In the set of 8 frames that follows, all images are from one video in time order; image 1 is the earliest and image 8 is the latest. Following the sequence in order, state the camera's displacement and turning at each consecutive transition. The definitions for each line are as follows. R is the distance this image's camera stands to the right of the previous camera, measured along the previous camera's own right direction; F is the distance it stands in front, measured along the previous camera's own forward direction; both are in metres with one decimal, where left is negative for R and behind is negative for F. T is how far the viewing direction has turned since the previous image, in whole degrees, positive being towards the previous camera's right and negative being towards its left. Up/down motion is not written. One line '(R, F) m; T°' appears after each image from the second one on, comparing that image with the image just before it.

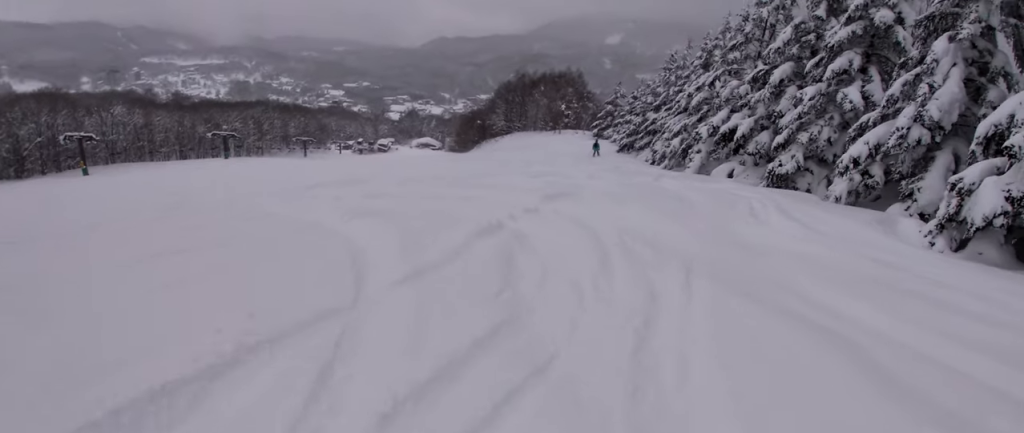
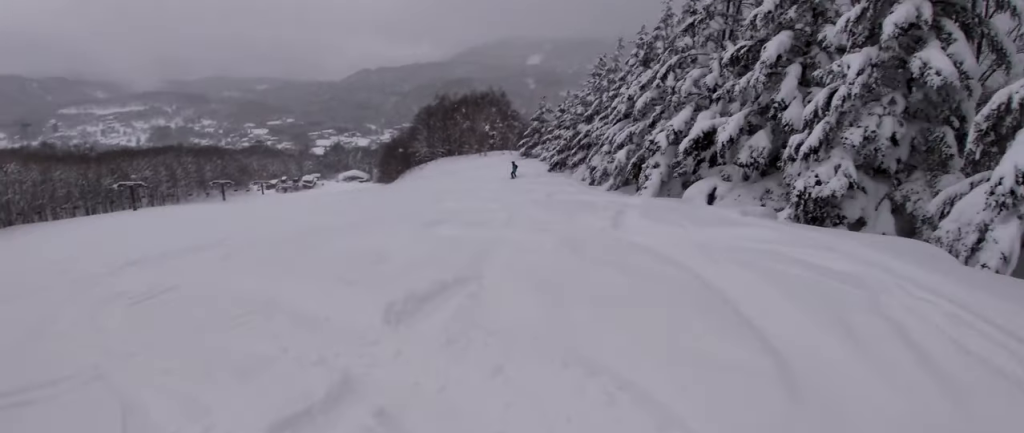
(-1.1, +7.1) m; -10°
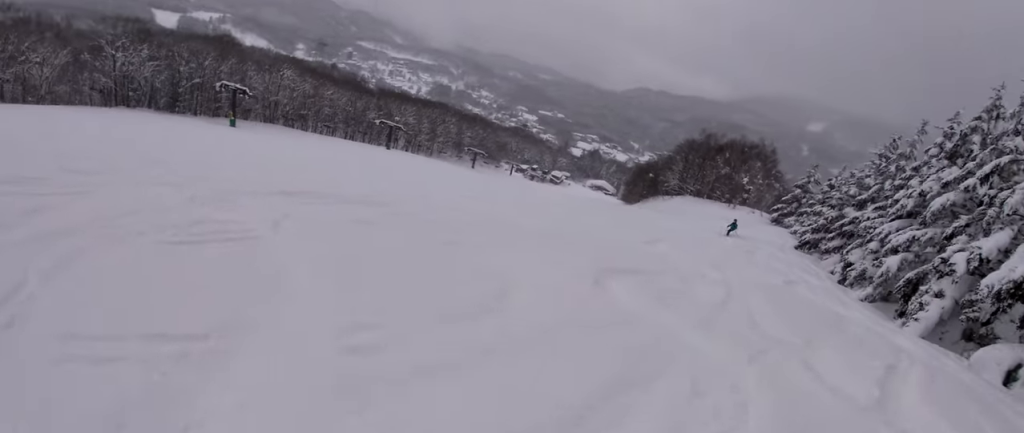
(0.0, +4.0) m; -18°
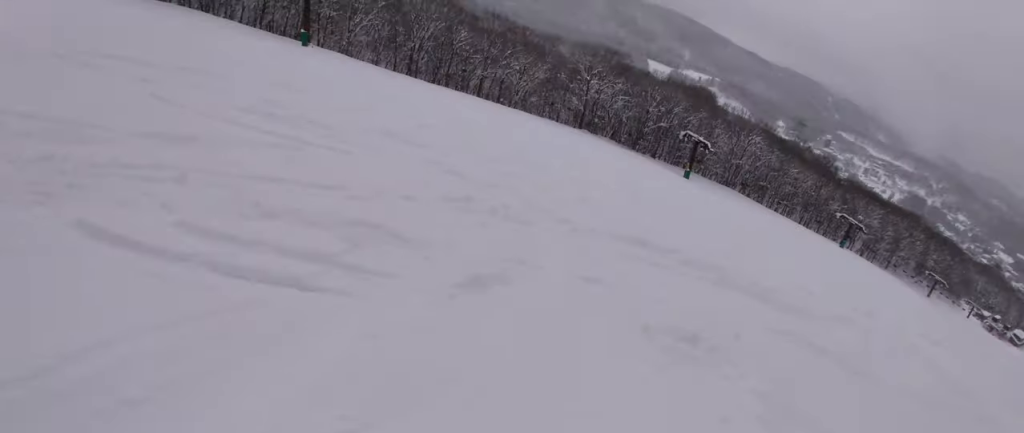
(-2.1, +5.2) m; -35°
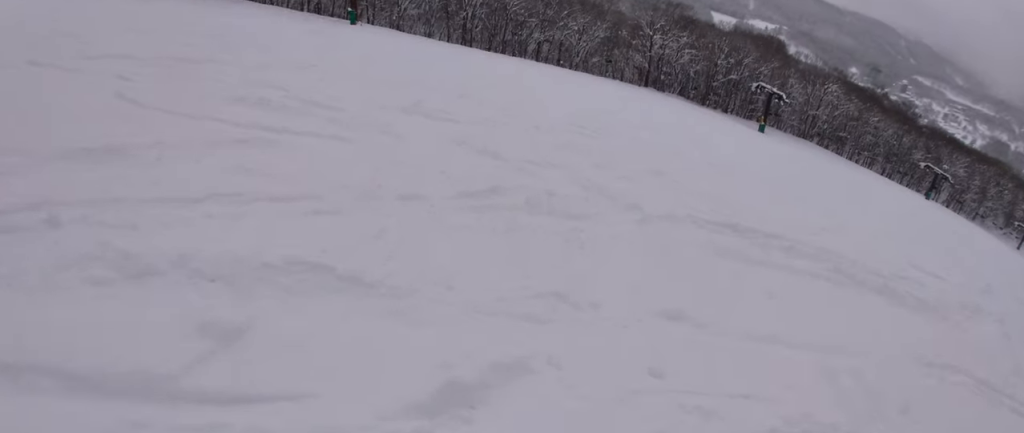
(-0.1, +2.2) m; -5°
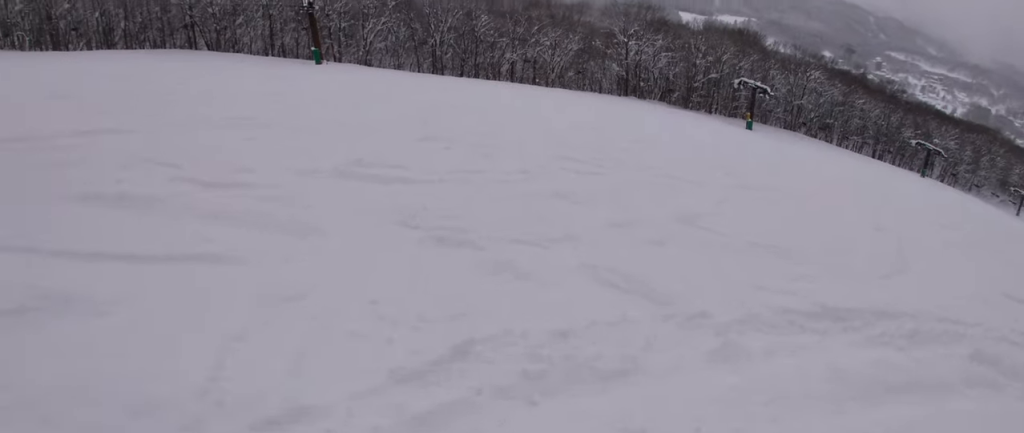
(-0.2, +3.4) m; +1°
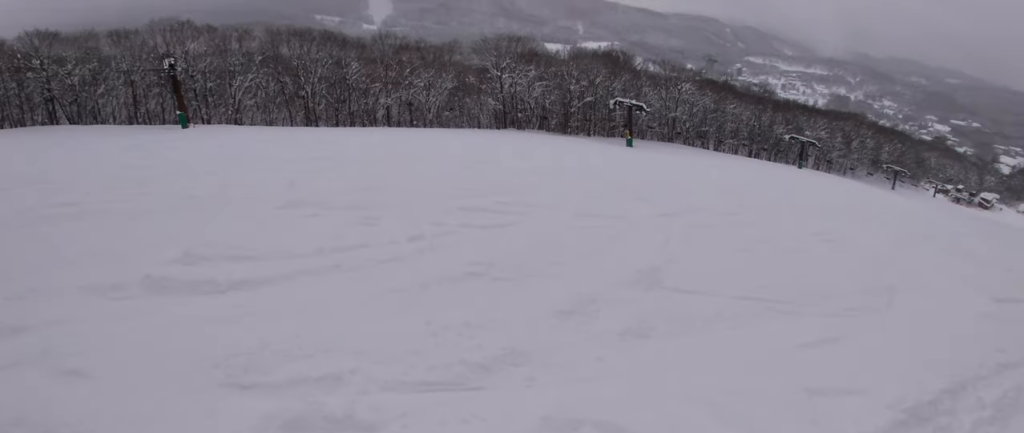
(-0.5, +2.5) m; +14°
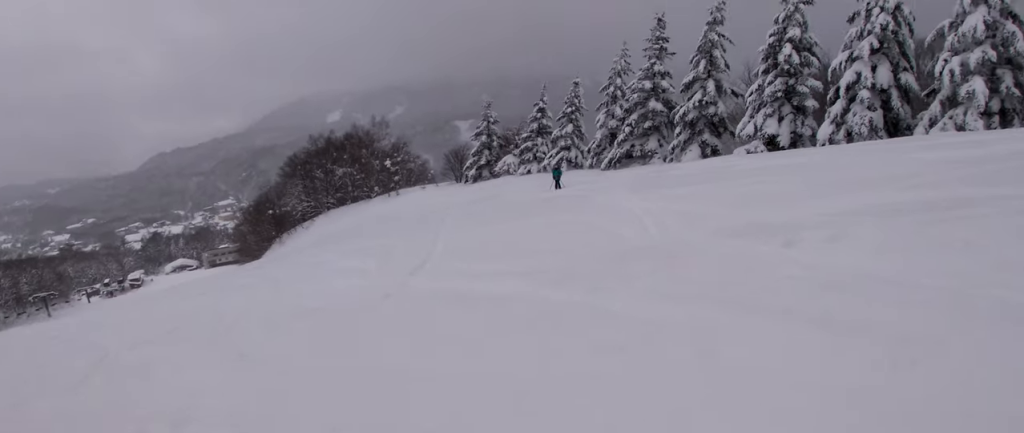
(+4.7, +7.0) m; +57°
